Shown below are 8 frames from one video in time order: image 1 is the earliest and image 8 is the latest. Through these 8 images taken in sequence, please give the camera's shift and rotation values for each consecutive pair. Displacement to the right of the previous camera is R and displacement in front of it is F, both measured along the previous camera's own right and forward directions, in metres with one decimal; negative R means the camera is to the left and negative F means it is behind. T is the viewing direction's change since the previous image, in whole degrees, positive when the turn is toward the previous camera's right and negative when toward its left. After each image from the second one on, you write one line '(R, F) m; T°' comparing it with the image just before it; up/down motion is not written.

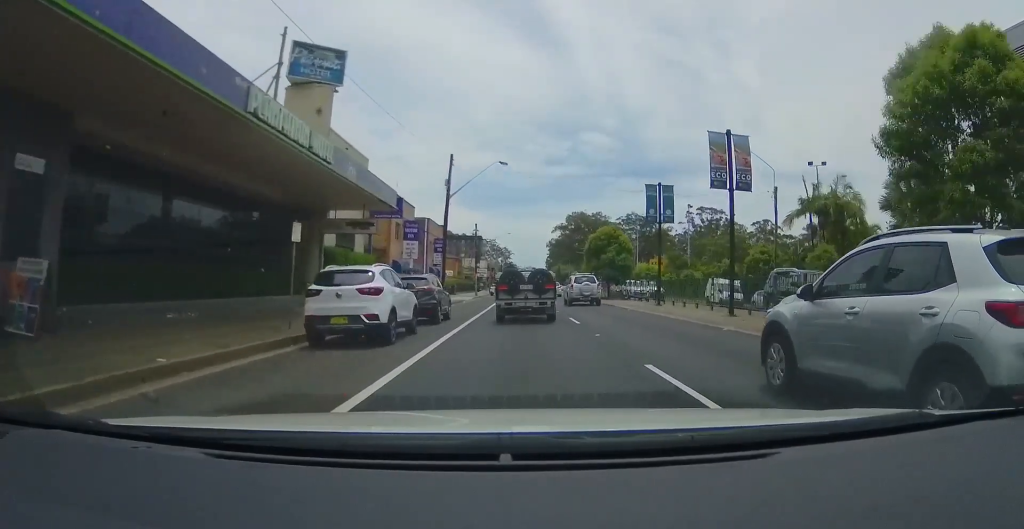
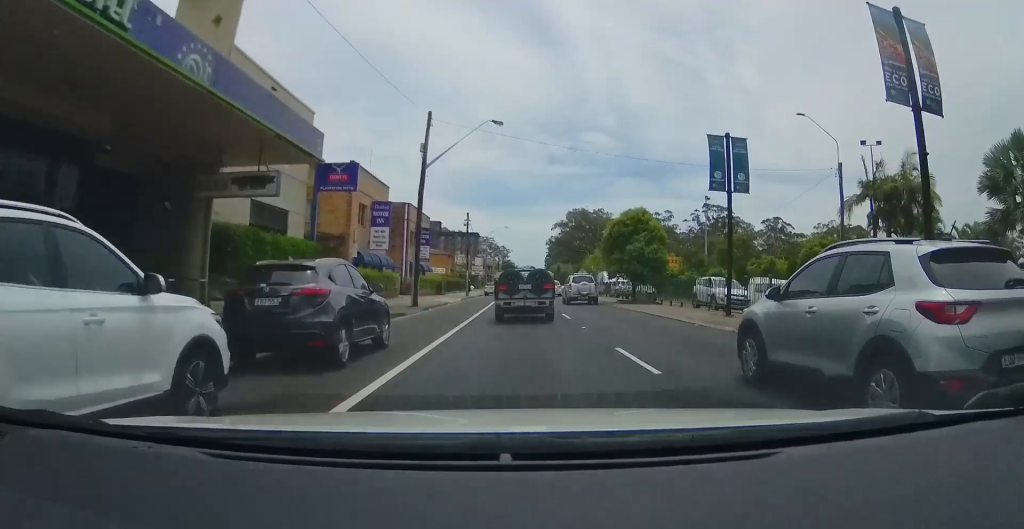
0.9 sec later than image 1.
(-0.2, +10.3) m; 0°
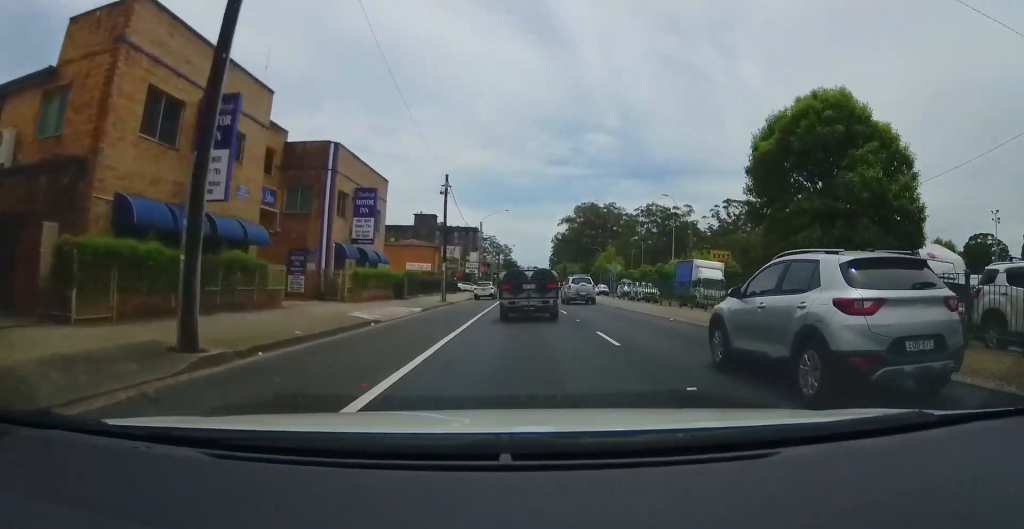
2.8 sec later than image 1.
(+0.2, +20.8) m; -1°
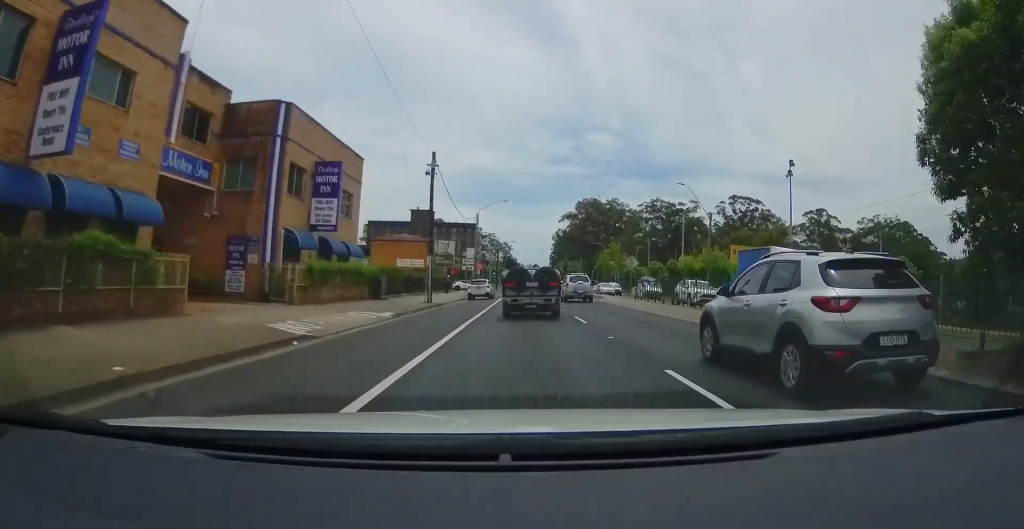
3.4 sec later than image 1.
(-0.4, +6.3) m; 0°
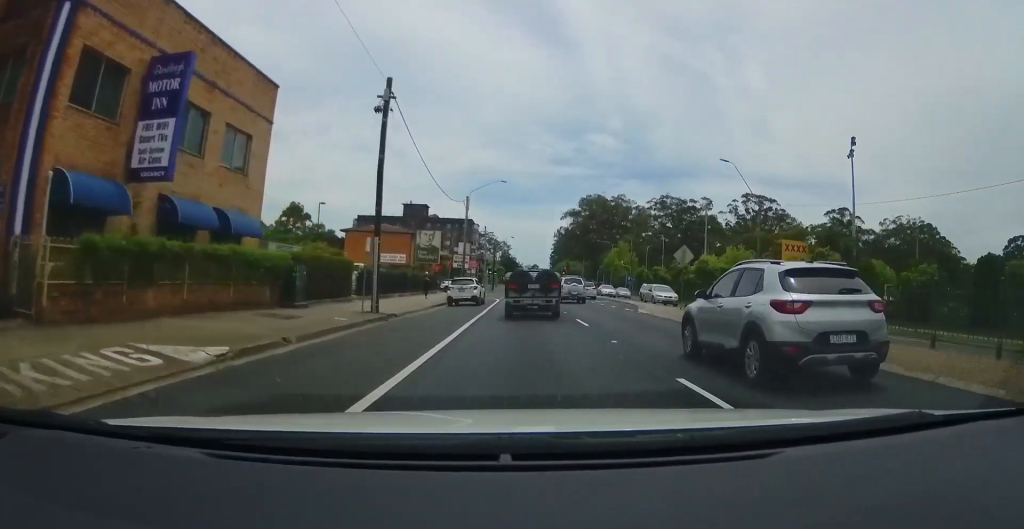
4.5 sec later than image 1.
(+0.5, +12.4) m; +2°
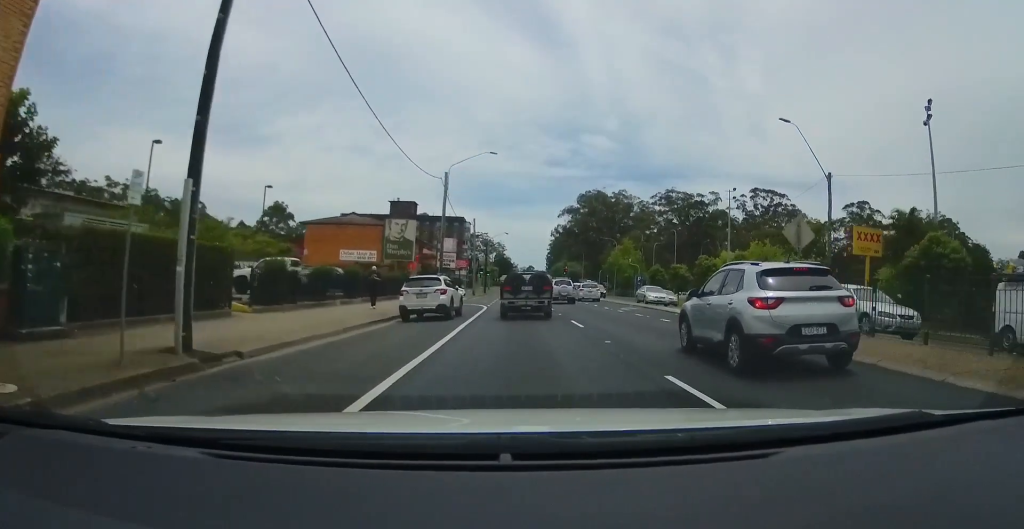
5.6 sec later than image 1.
(-0.4, +12.3) m; -3°
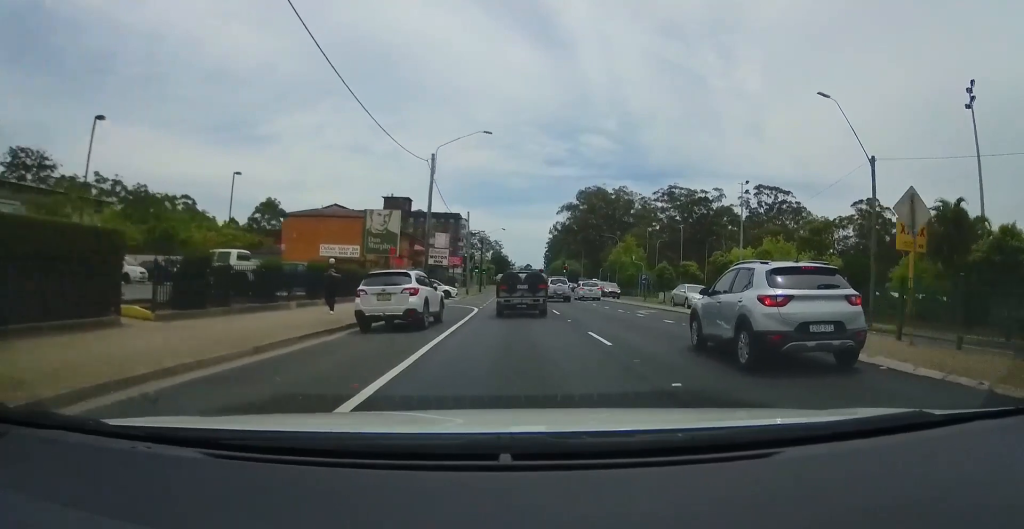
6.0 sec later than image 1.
(-0.2, +4.8) m; +2°
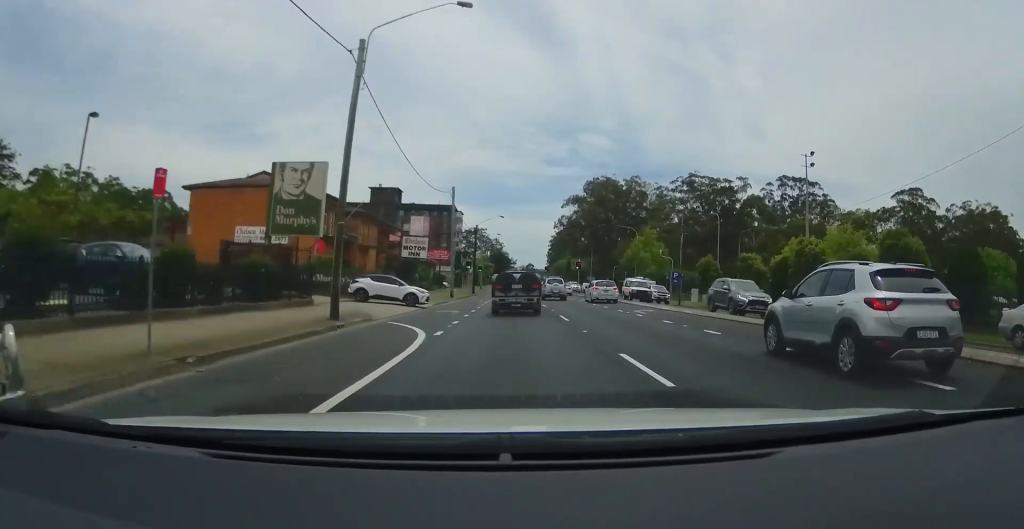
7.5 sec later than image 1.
(+1.0, +16.0) m; +5°
